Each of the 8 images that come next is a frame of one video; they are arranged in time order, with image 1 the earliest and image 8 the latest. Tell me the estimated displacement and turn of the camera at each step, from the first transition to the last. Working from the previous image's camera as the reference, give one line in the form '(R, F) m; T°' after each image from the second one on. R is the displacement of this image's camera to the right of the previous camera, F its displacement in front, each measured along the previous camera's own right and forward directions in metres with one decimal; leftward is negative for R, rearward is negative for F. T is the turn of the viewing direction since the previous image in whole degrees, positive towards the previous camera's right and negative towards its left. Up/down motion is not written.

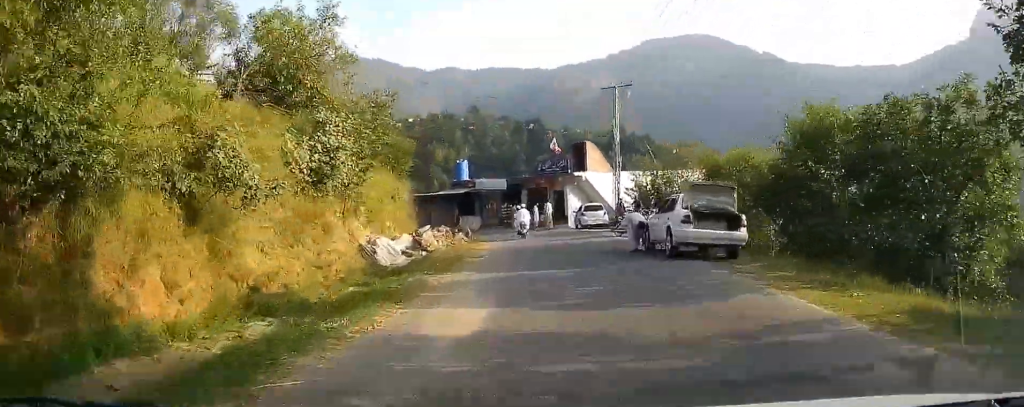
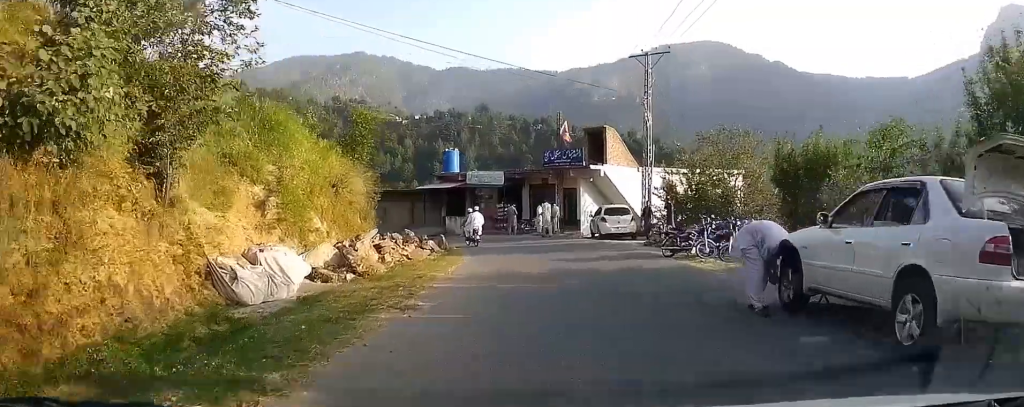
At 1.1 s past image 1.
(-0.8, +9.1) m; -3°
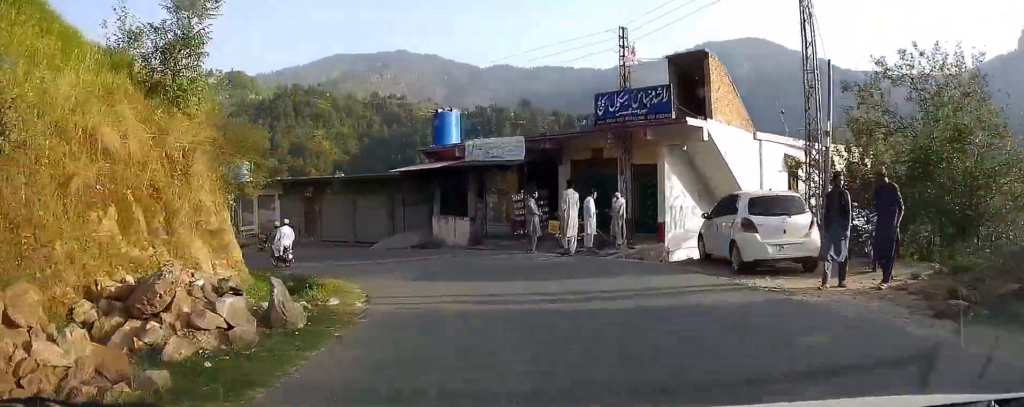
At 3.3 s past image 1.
(-0.2, +16.7) m; -4°
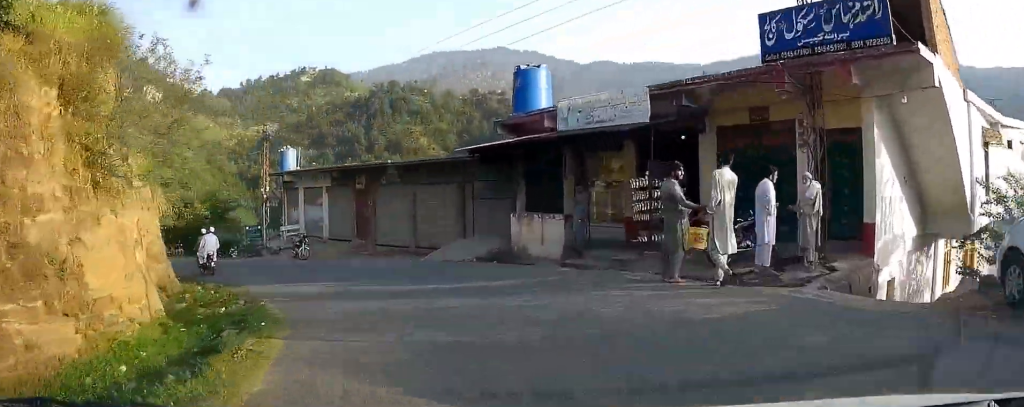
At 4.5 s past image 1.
(-0.5, +8.4) m; -9°
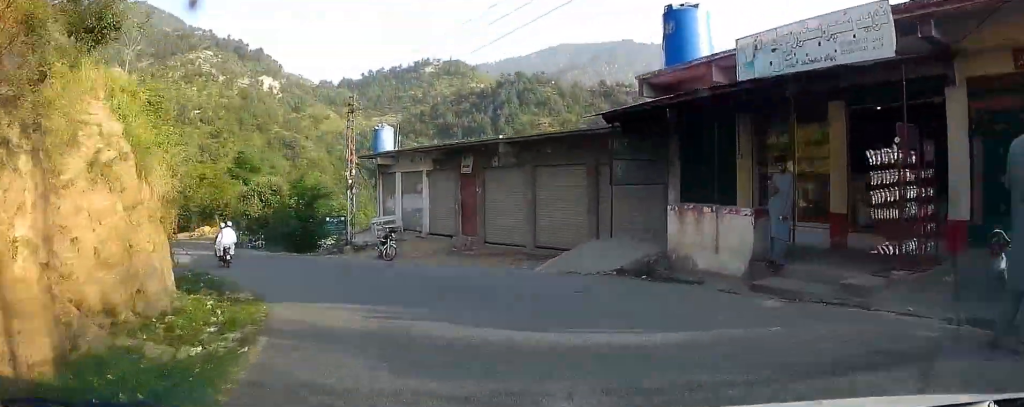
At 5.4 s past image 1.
(+0.4, +6.0) m; -8°
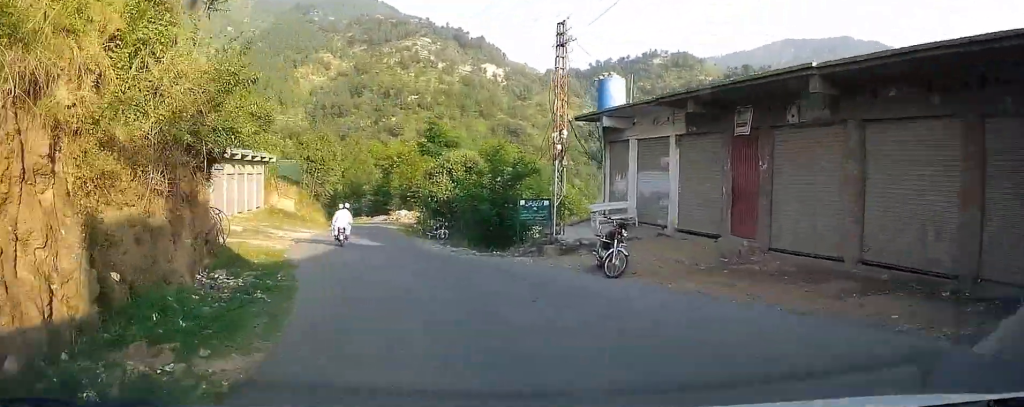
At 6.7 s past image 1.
(-1.8, +8.7) m; -19°
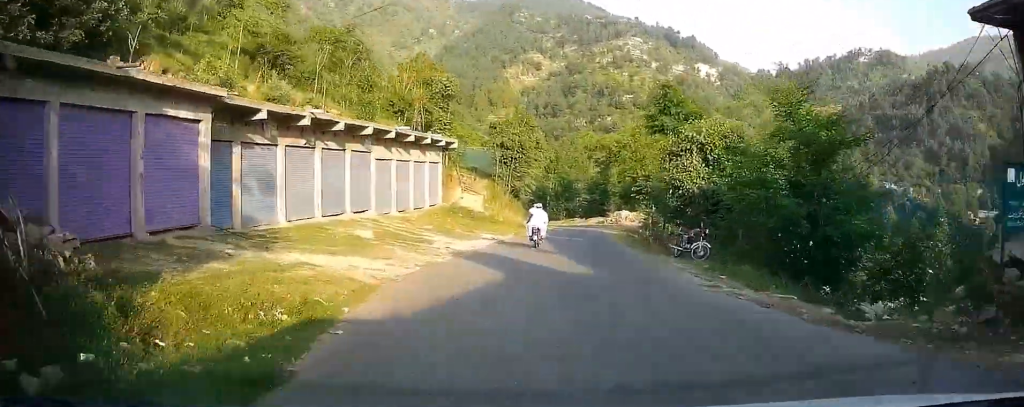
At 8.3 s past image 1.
(-2.2, +10.4) m; -18°
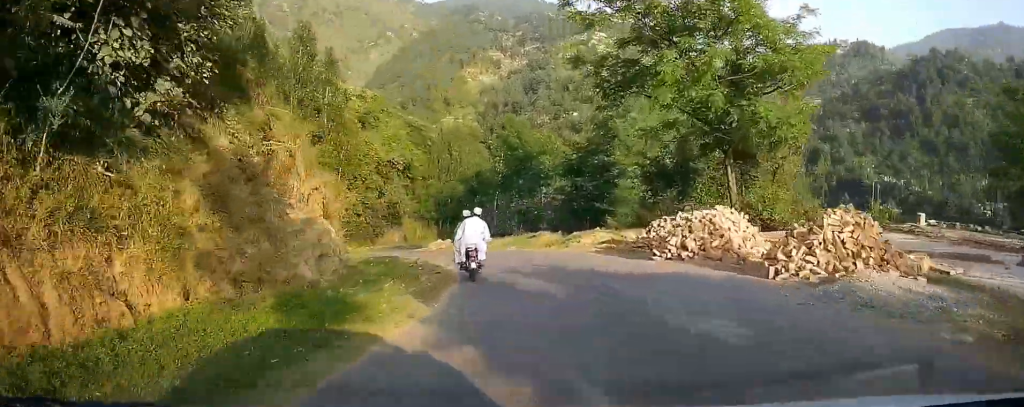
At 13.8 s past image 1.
(-5.5, +40.3) m; -8°
